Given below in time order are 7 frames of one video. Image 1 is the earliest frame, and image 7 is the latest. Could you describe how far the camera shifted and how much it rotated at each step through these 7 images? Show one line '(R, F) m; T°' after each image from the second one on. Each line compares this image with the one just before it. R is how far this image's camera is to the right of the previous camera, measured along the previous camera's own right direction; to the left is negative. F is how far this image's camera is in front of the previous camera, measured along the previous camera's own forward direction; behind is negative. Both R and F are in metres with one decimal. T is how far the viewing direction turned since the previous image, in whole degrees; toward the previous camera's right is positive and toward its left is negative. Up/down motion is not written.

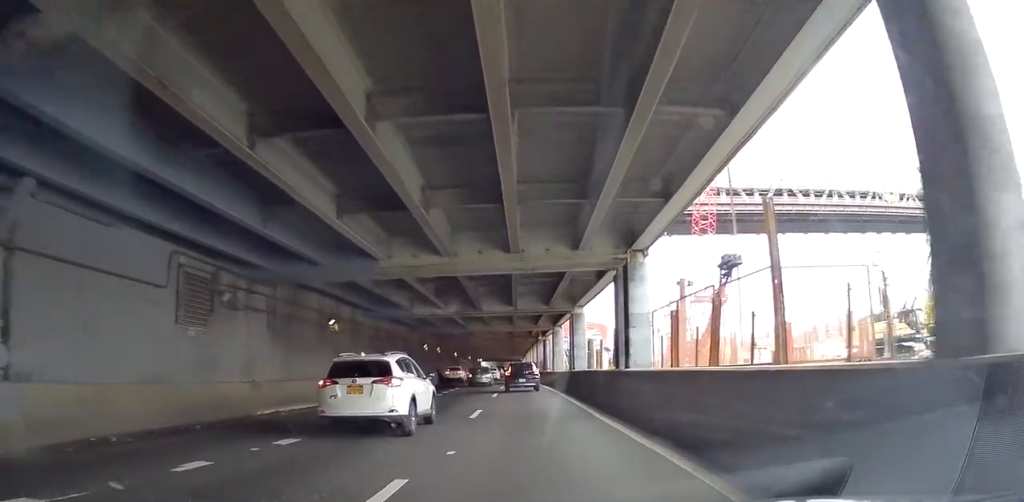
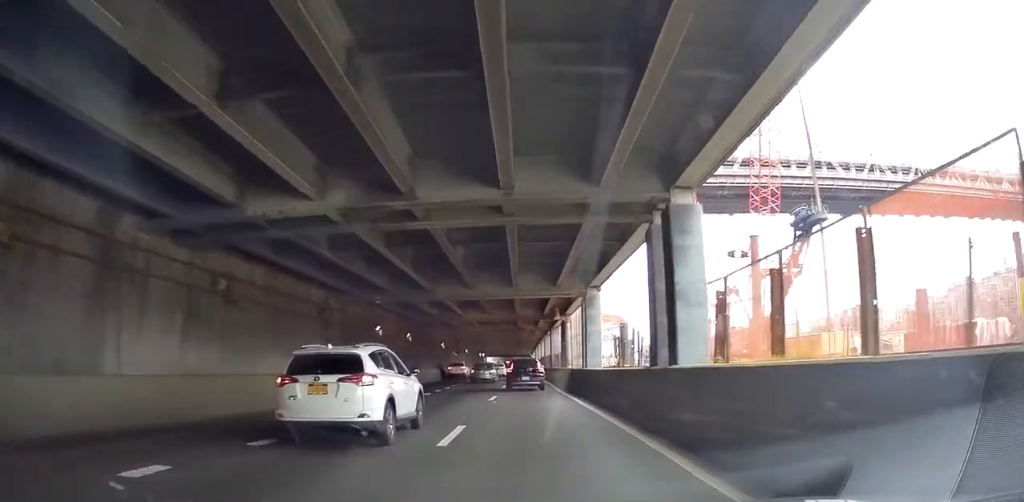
(+0.3, +19.4) m; -1°
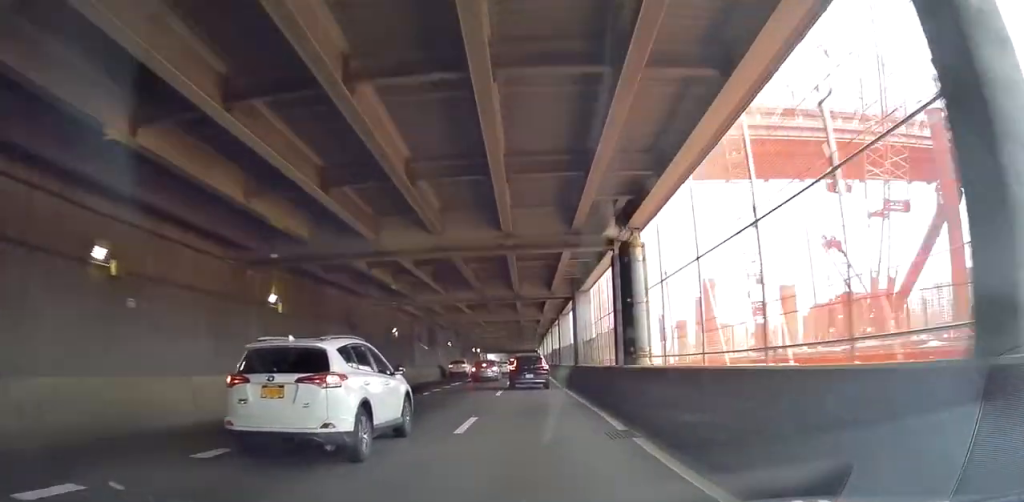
(-1.0, +24.3) m; -3°
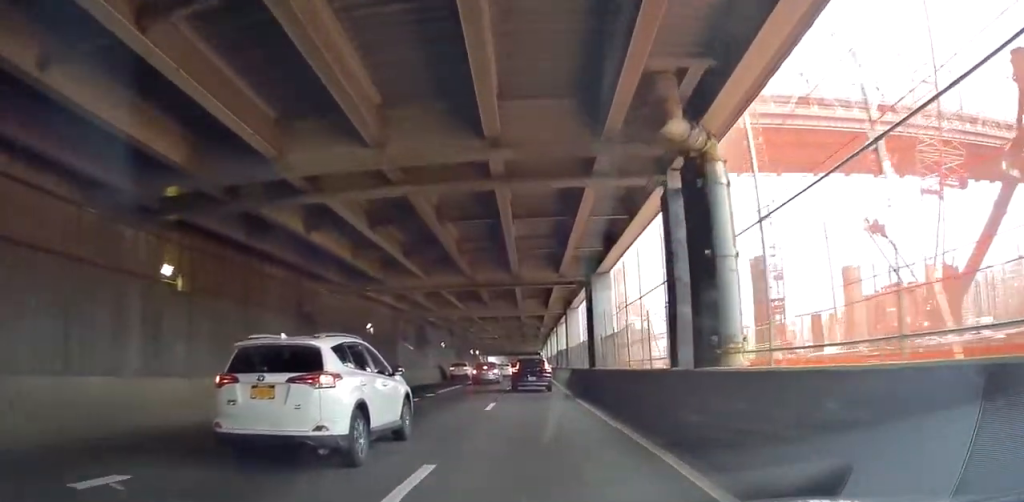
(0.0, +6.8) m; 0°
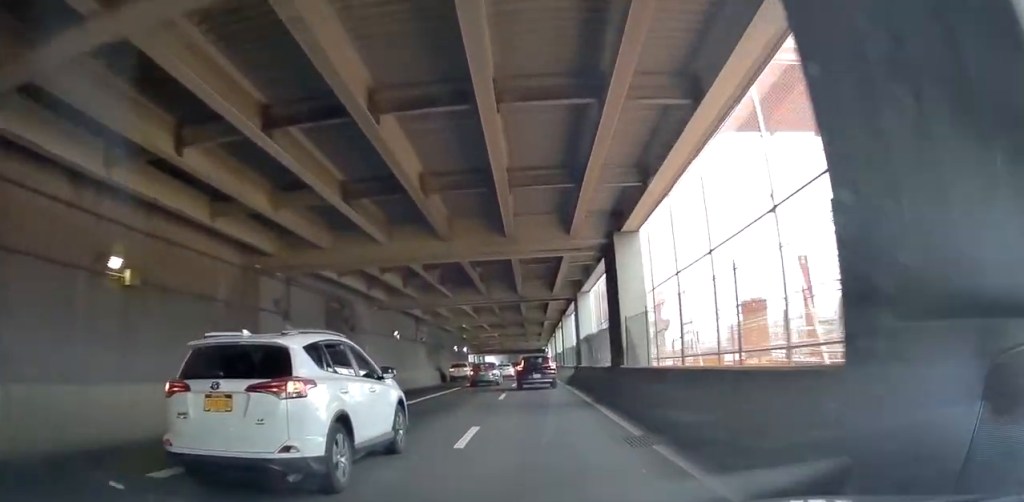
(-0.1, +20.4) m; +1°
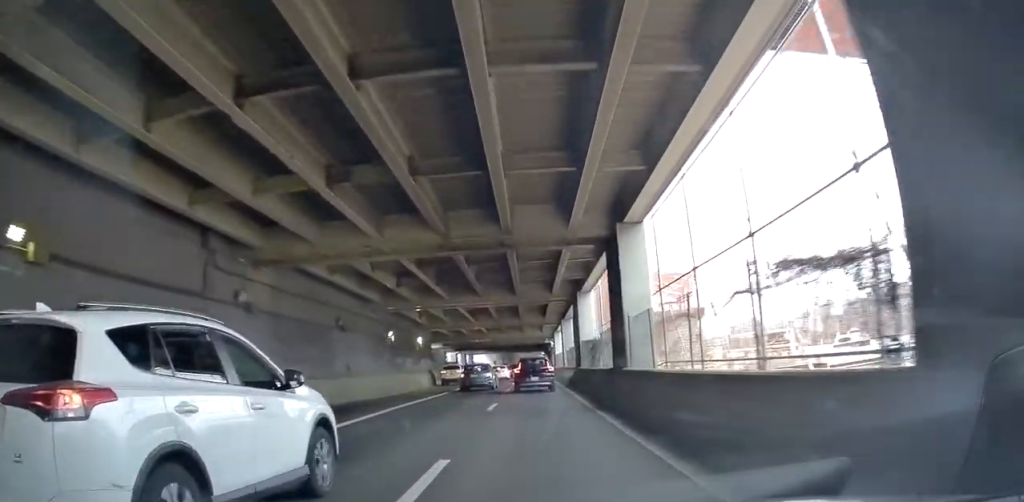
(+0.5, +27.5) m; +1°
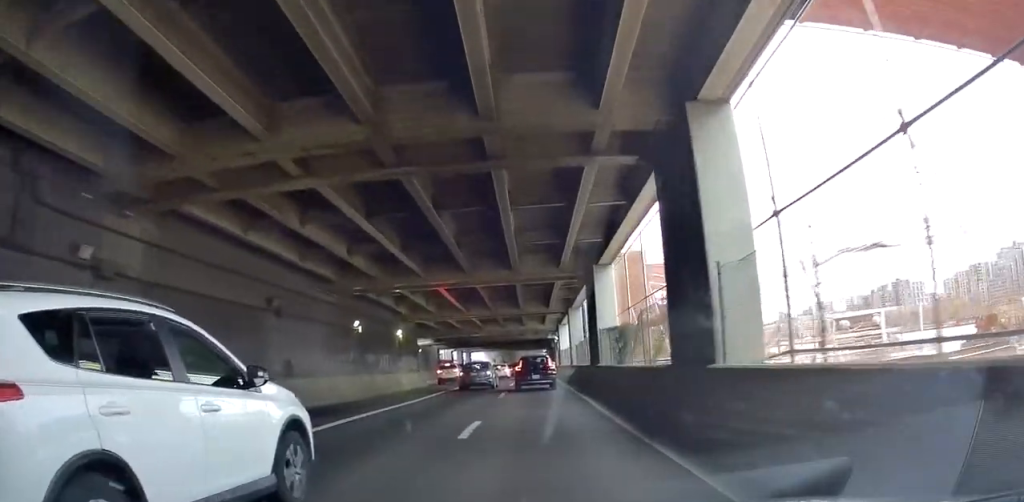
(0.0, +6.5) m; -1°
